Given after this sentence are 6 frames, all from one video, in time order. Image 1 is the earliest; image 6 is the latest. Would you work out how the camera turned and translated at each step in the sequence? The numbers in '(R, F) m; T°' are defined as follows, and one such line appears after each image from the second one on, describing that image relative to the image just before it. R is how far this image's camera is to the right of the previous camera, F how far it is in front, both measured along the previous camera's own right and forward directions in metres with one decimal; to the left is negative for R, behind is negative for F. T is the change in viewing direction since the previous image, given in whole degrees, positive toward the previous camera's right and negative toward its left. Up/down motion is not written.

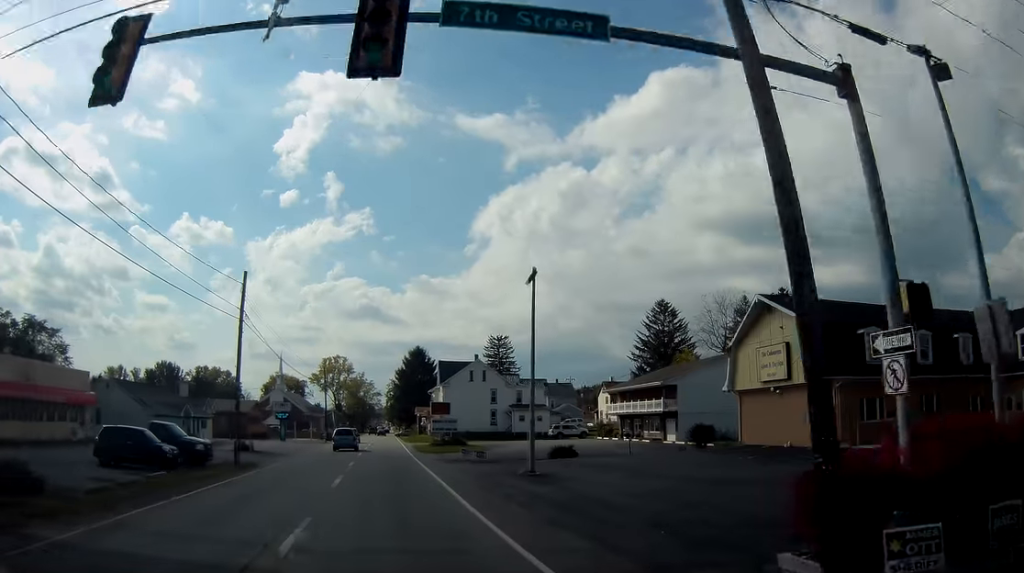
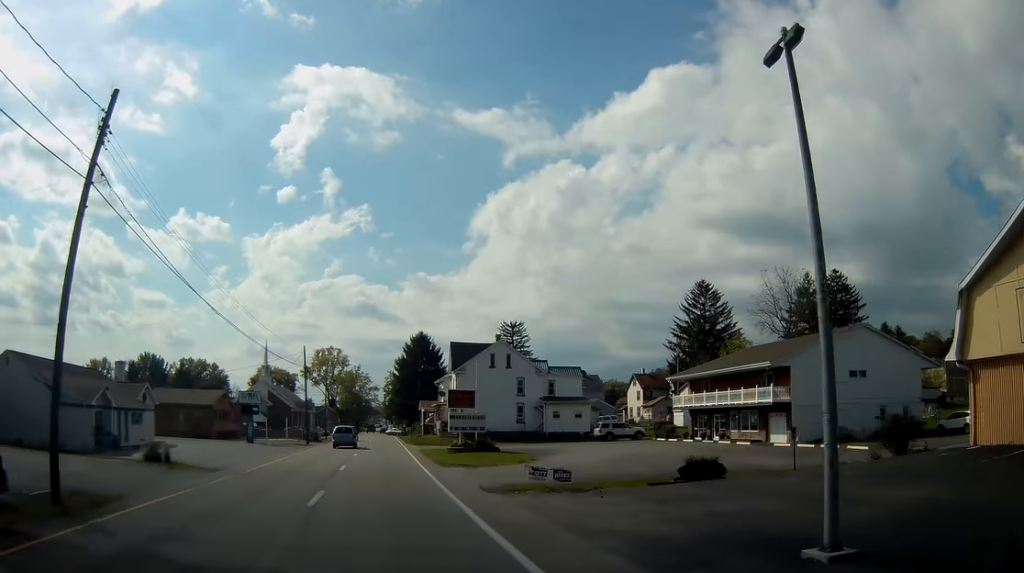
(-0.3, +18.2) m; -1°
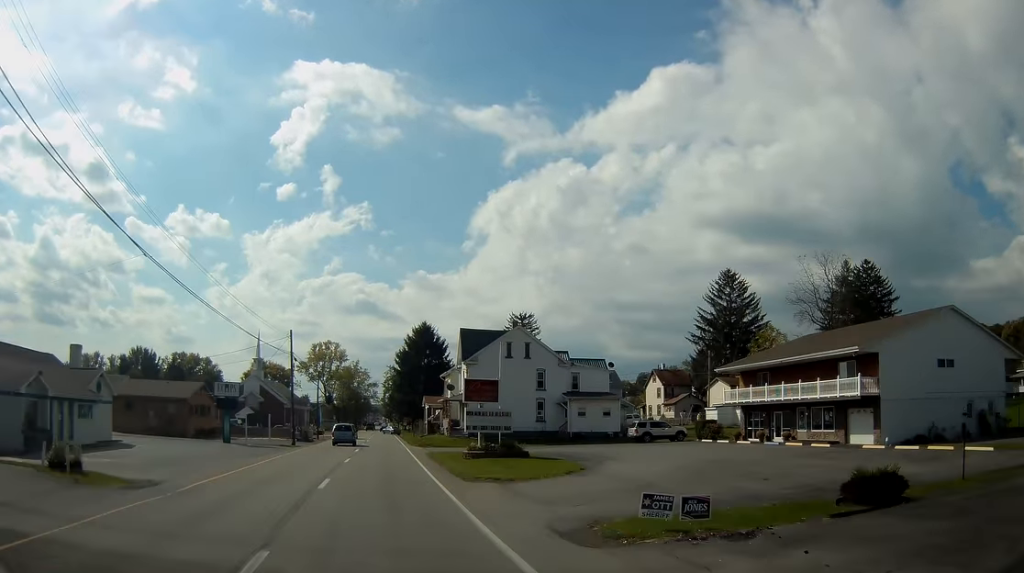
(0.0, +9.0) m; +1°
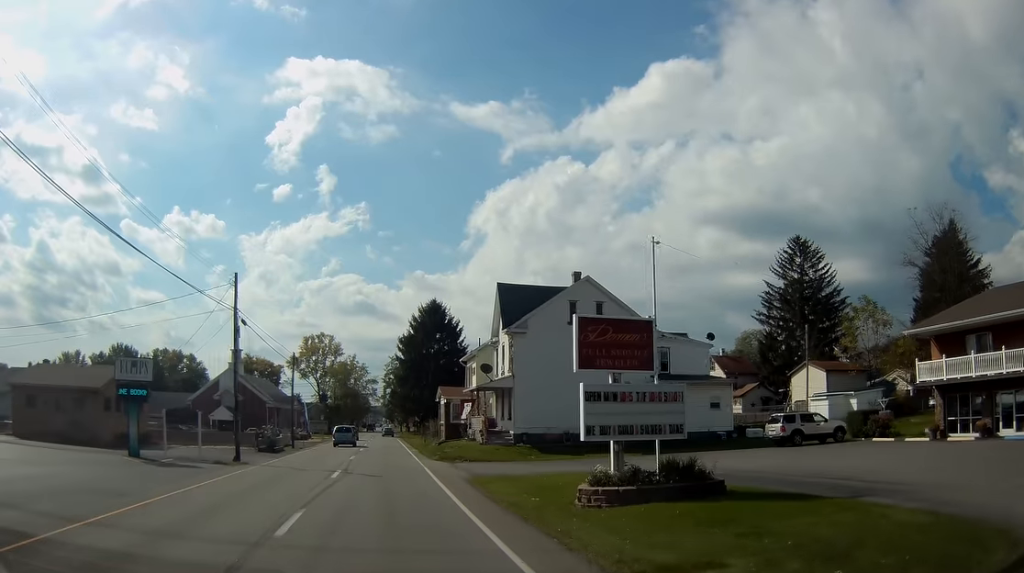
(+0.3, +20.3) m; +1°
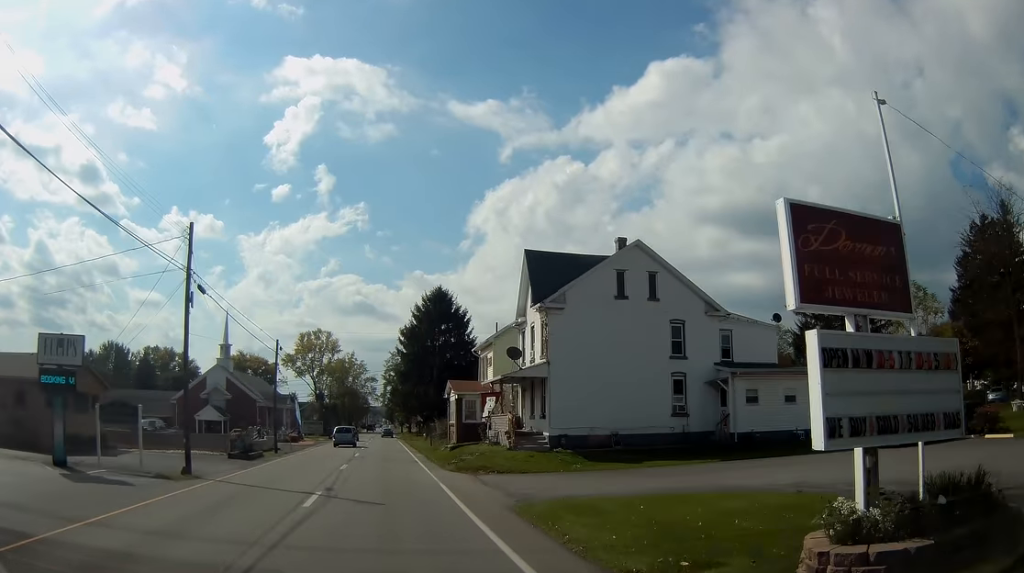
(-0.1, +8.2) m; 0°
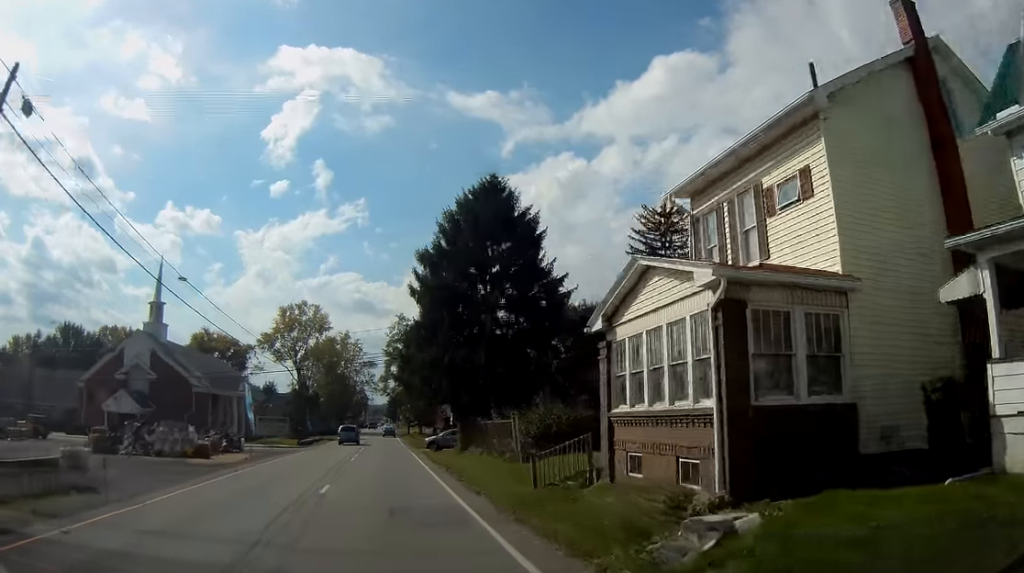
(-0.5, +35.2) m; -1°
